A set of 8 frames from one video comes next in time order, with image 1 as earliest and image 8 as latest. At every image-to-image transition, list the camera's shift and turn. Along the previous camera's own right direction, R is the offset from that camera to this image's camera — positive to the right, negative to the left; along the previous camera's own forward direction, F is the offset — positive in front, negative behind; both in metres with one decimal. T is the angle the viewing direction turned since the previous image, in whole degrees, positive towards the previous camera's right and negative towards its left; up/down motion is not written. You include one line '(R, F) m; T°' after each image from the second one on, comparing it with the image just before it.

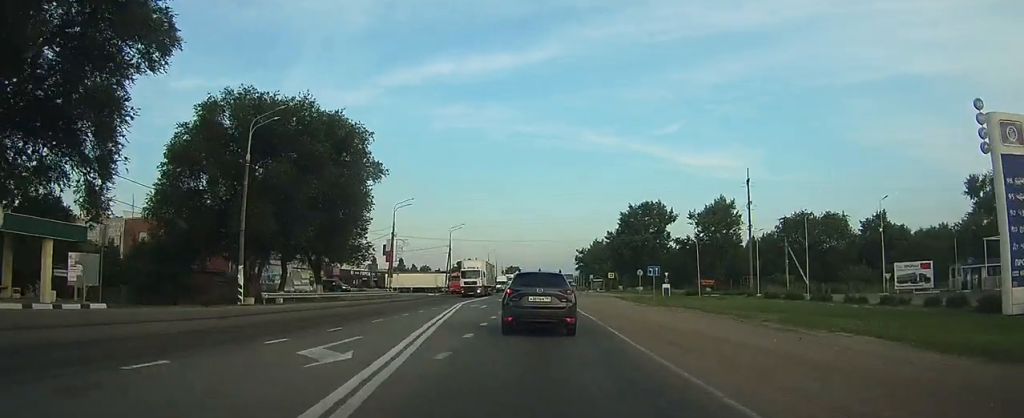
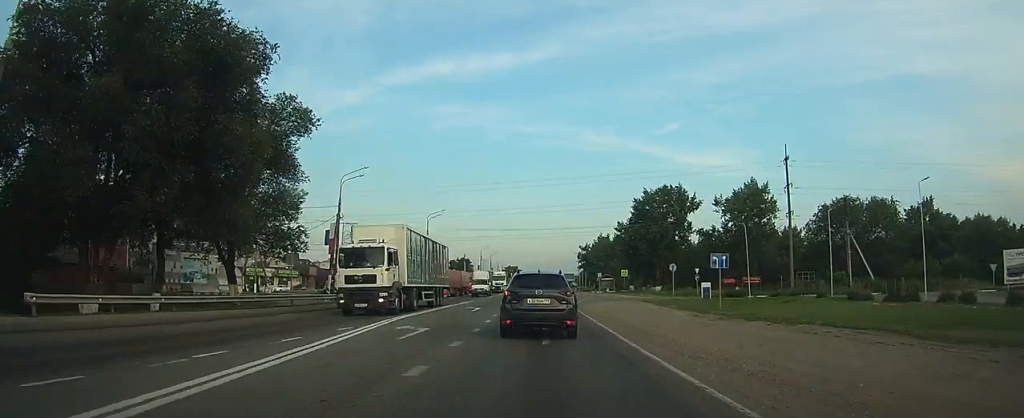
(0.0, +19.6) m; 0°
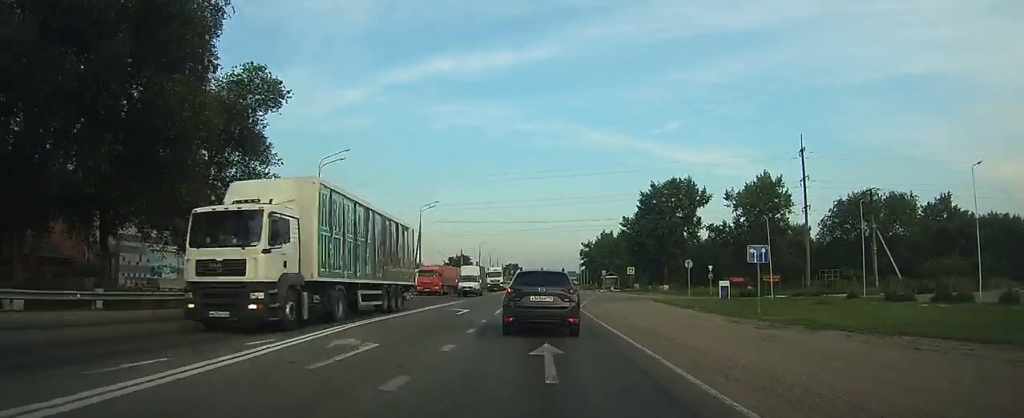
(0.0, +5.8) m; +1°
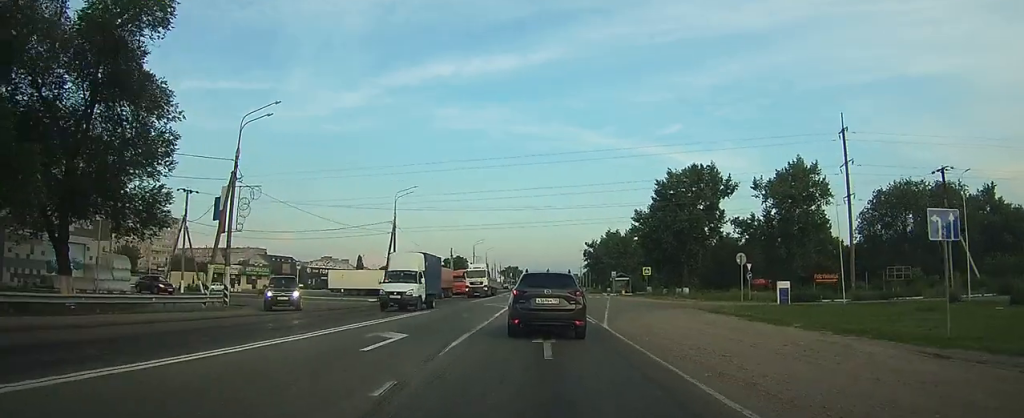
(+0.1, +13.0) m; -1°
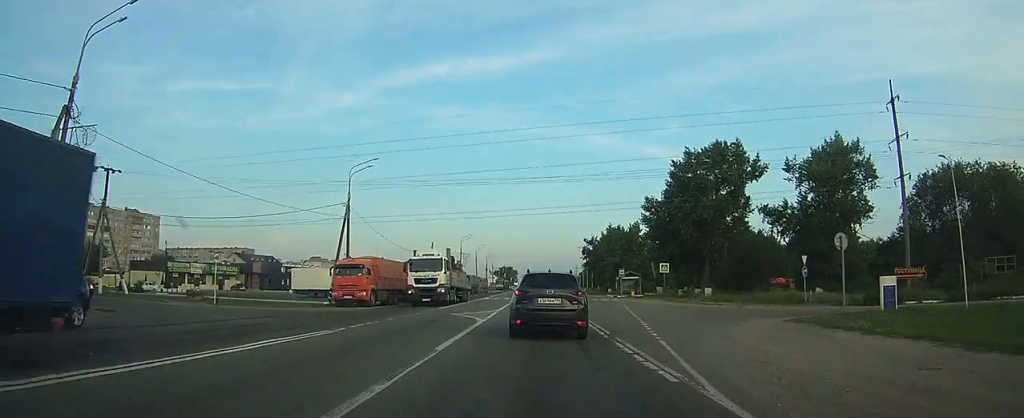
(-0.4, +12.2) m; -2°
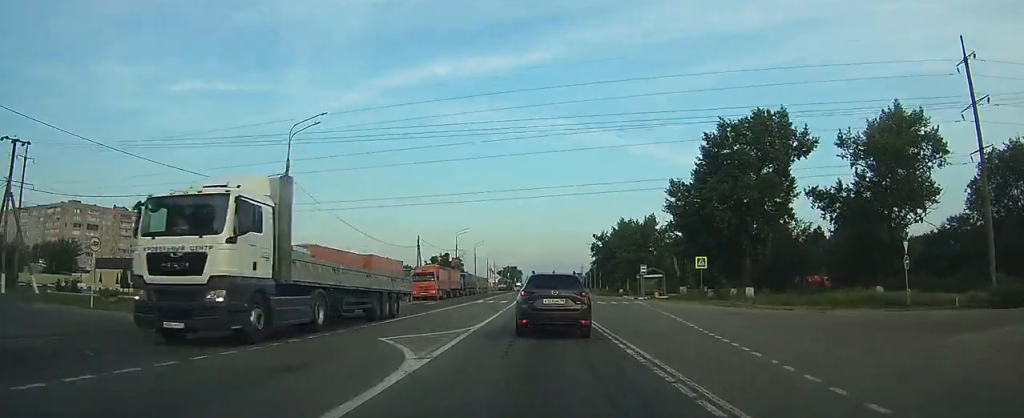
(0.0, +11.4) m; -1°
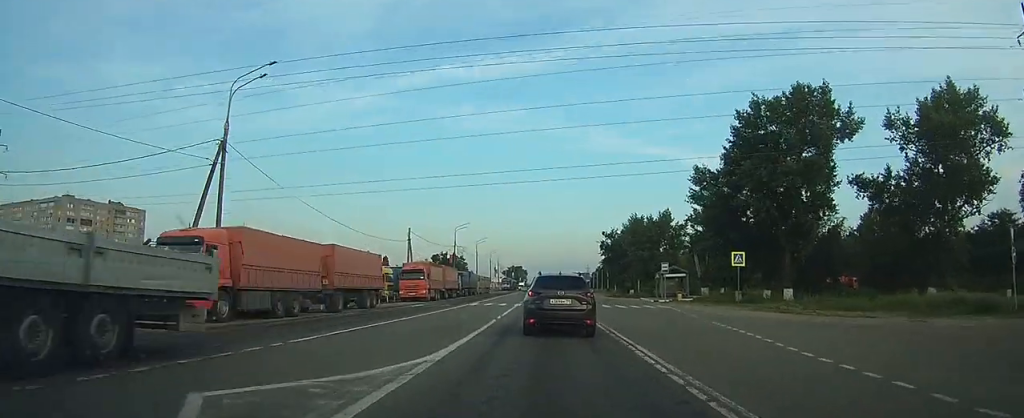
(0.0, +7.1) m; -1°
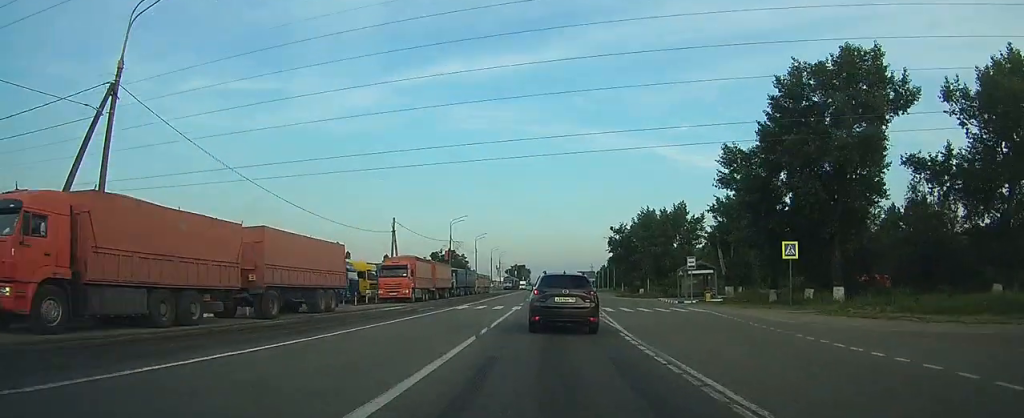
(-0.2, +7.3) m; 0°
